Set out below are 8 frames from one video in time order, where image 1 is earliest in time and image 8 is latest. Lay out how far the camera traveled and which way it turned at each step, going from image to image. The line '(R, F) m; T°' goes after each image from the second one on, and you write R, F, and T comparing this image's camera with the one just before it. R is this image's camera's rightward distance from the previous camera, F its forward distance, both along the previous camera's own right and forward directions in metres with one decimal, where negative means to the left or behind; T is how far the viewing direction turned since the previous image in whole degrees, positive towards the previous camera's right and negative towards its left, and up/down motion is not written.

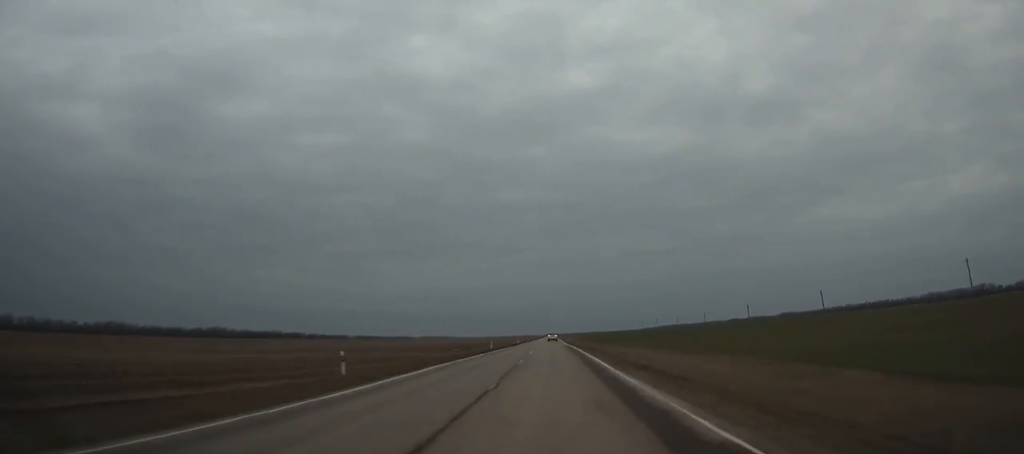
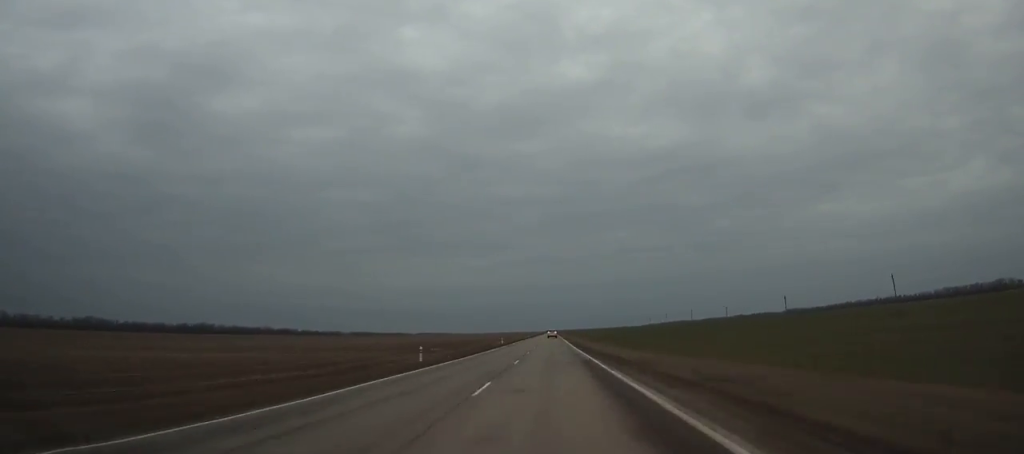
(+0.1, +37.5) m; 0°
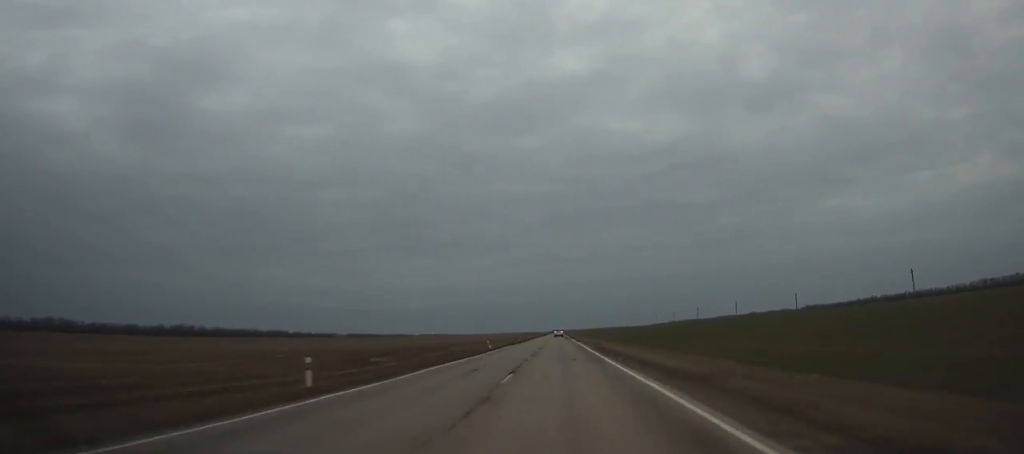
(-0.4, +69.2) m; 0°
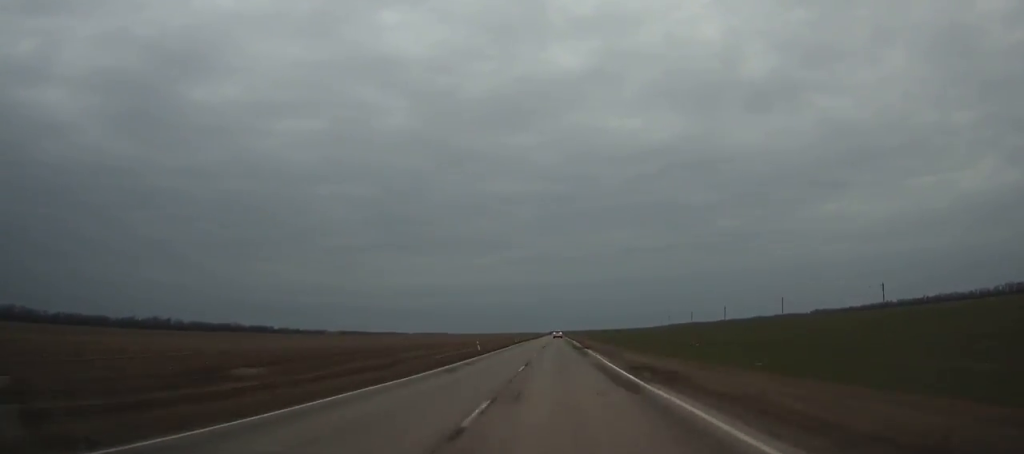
(+0.2, +53.3) m; 0°
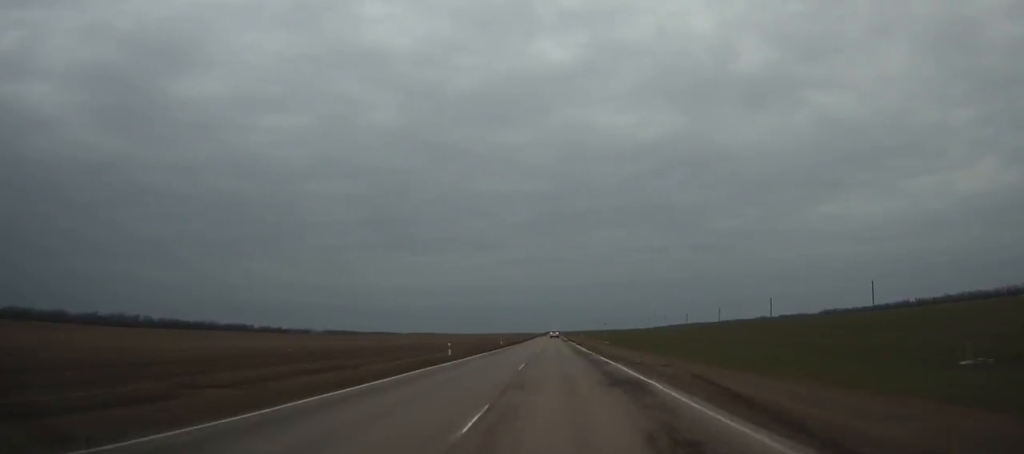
(+0.1, +61.1) m; 0°
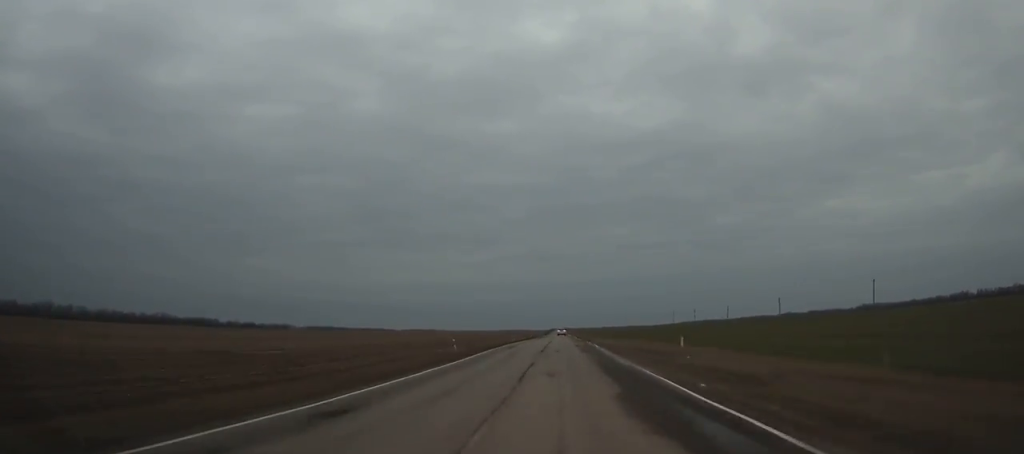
(+0.1, +131.2) m; 0°
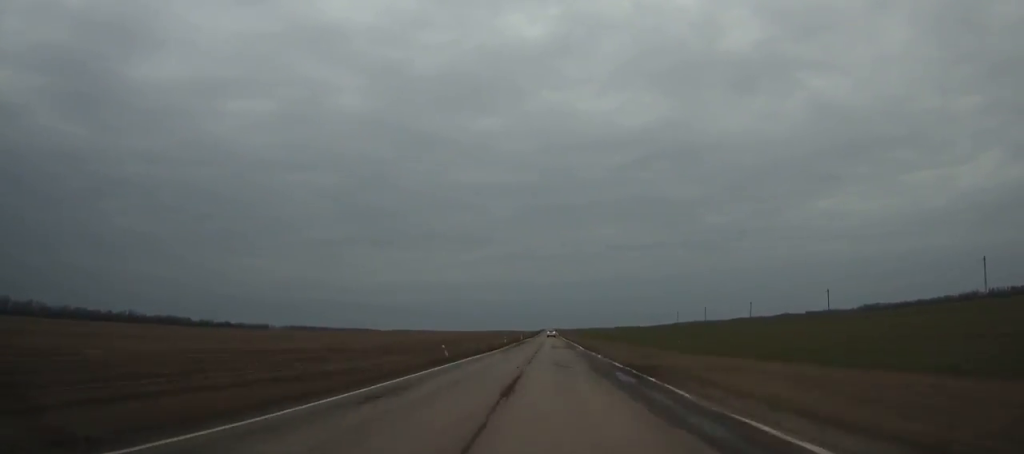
(0.0, +45.1) m; 0°
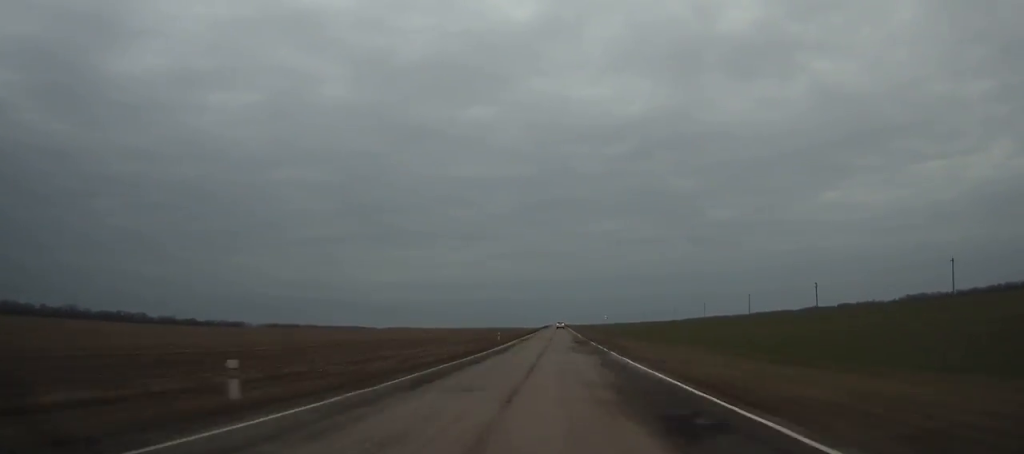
(+0.2, +116.3) m; 0°
